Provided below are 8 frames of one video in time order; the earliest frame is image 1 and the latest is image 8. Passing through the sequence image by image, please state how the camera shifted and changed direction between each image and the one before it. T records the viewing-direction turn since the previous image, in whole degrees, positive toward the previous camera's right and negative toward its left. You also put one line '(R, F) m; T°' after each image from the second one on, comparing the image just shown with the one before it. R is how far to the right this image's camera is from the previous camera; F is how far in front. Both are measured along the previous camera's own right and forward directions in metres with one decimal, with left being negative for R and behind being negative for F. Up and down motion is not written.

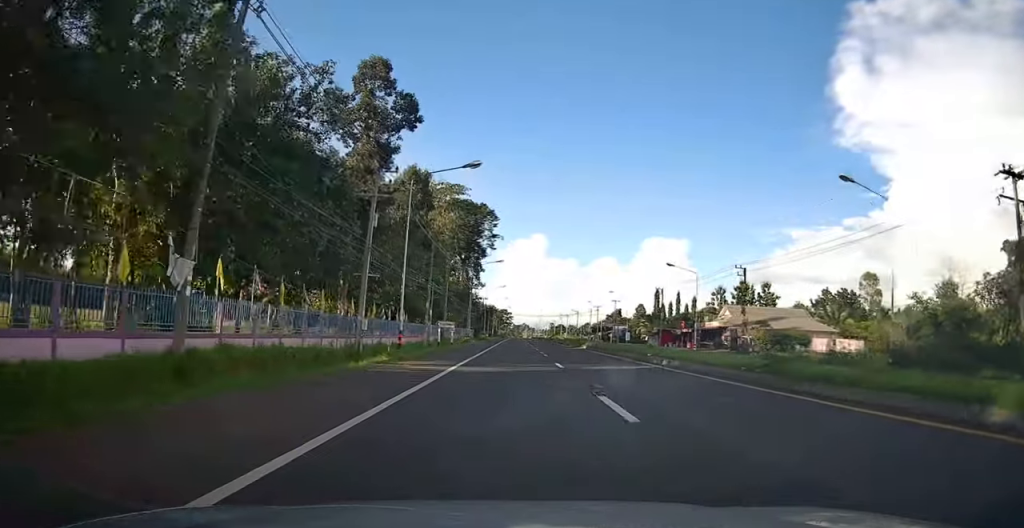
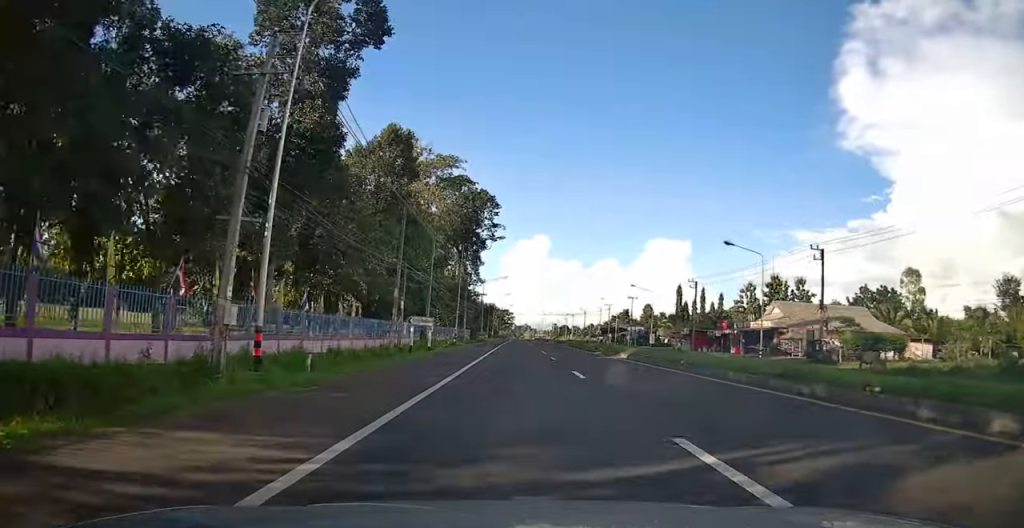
(-0.2, +16.4) m; +1°
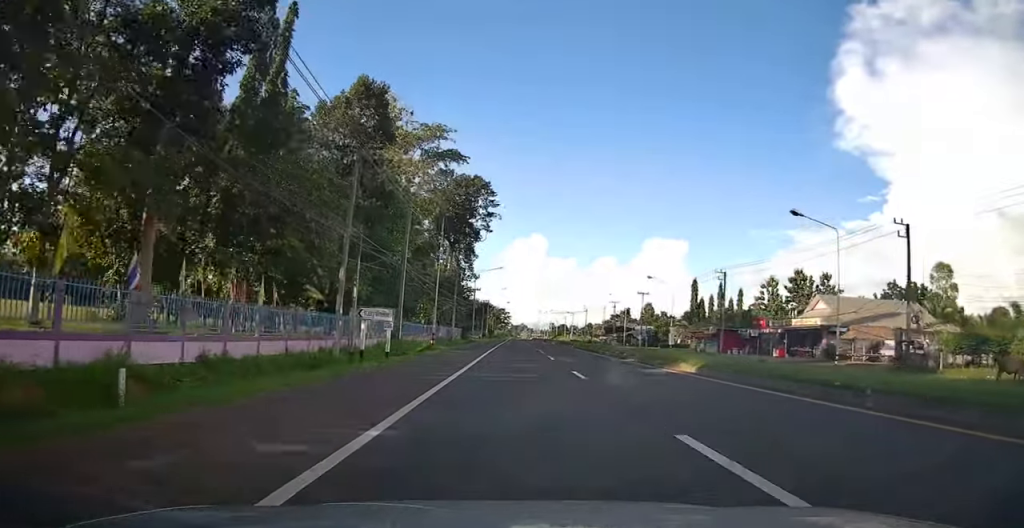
(+0.5, +12.1) m; 0°
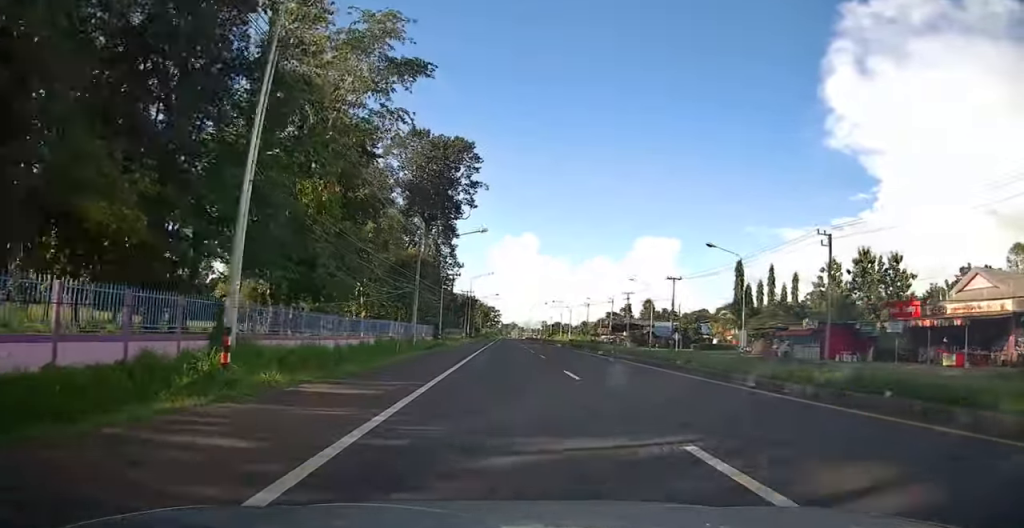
(-0.7, +25.4) m; -2°
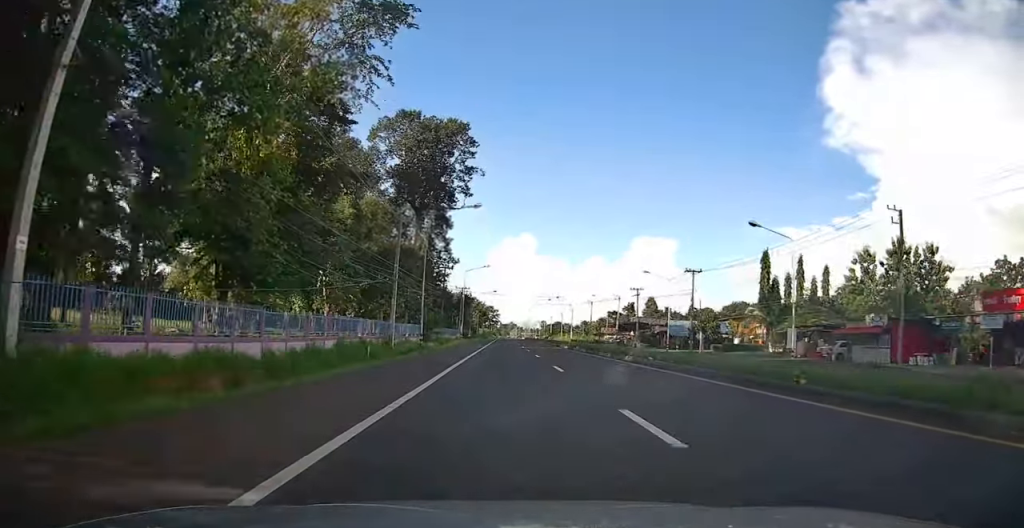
(0.0, +9.3) m; +1°
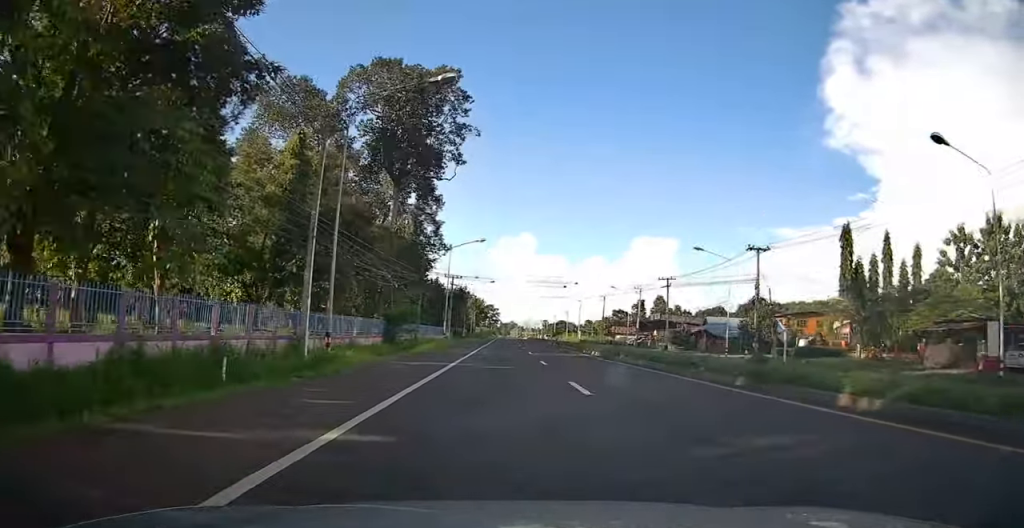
(+0.1, +19.0) m; +1°
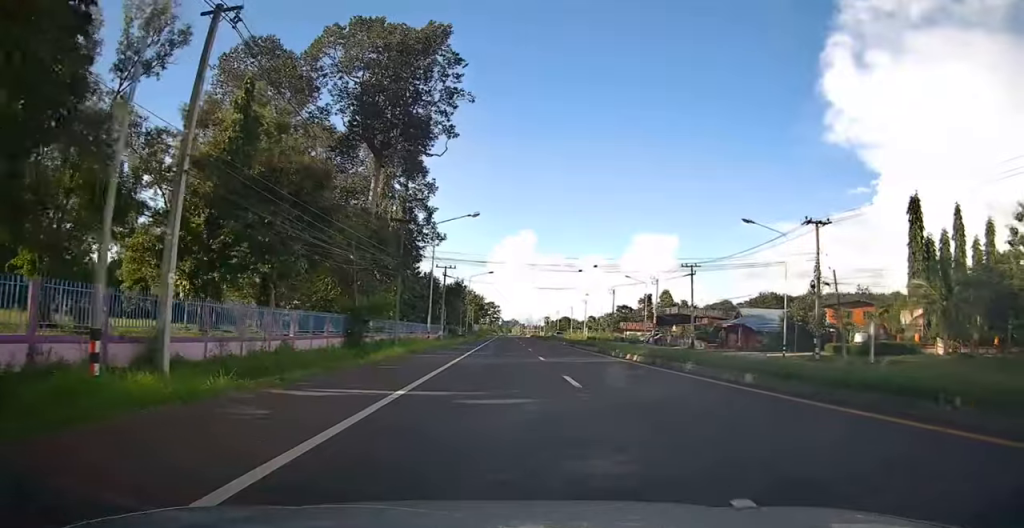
(+0.1, +10.7) m; +1°
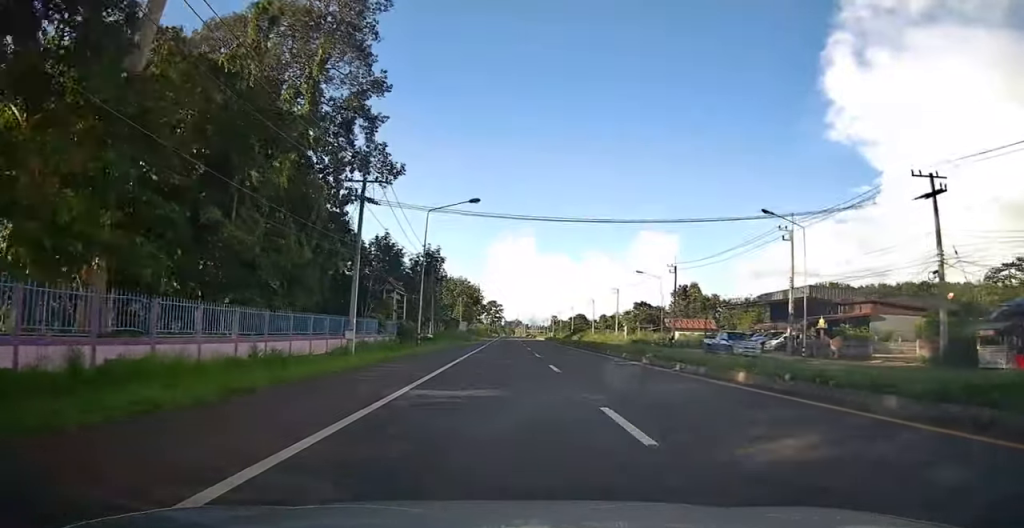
(-0.7, +43.5) m; -2°
